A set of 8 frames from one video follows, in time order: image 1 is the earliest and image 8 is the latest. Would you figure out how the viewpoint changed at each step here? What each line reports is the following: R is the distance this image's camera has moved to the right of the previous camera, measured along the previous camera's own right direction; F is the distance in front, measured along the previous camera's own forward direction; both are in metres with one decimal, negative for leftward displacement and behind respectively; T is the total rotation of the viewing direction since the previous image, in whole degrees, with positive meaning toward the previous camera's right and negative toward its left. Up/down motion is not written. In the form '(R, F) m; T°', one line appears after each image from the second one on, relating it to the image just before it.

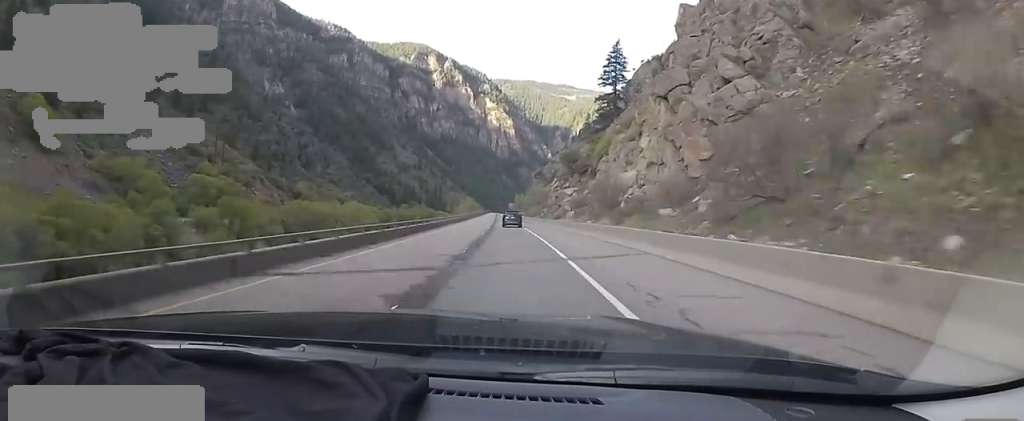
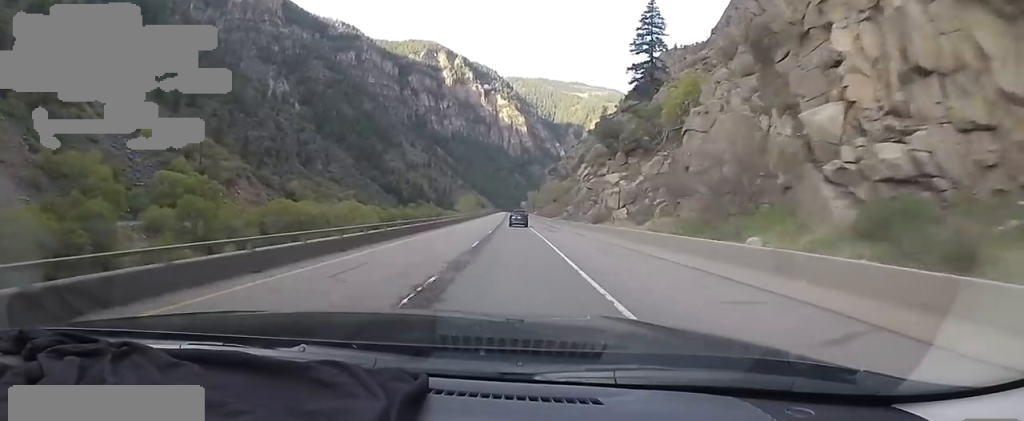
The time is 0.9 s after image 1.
(-1.4, +21.4) m; -2°
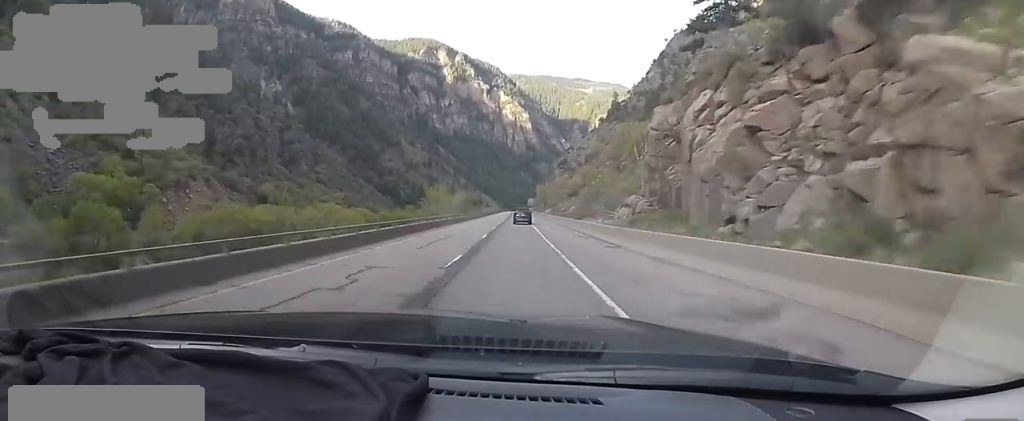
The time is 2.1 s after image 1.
(+0.4, +31.7) m; 0°
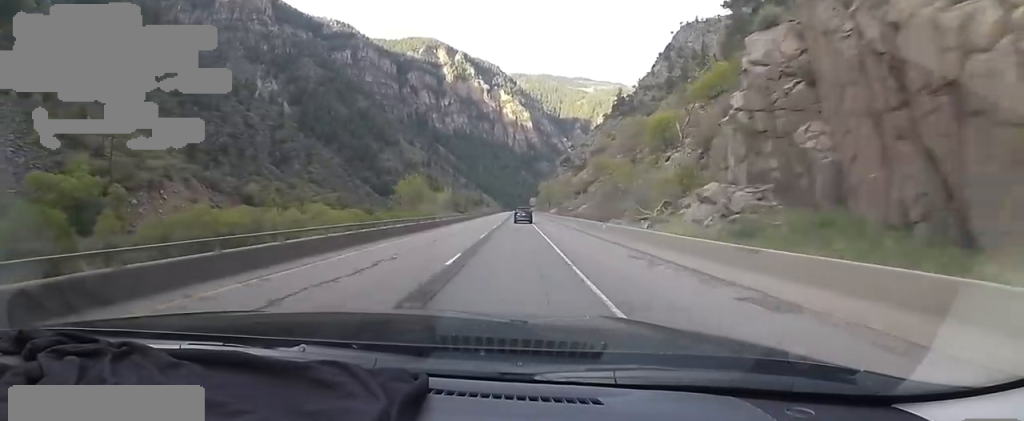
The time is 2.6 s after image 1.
(-0.3, +12.6) m; -1°
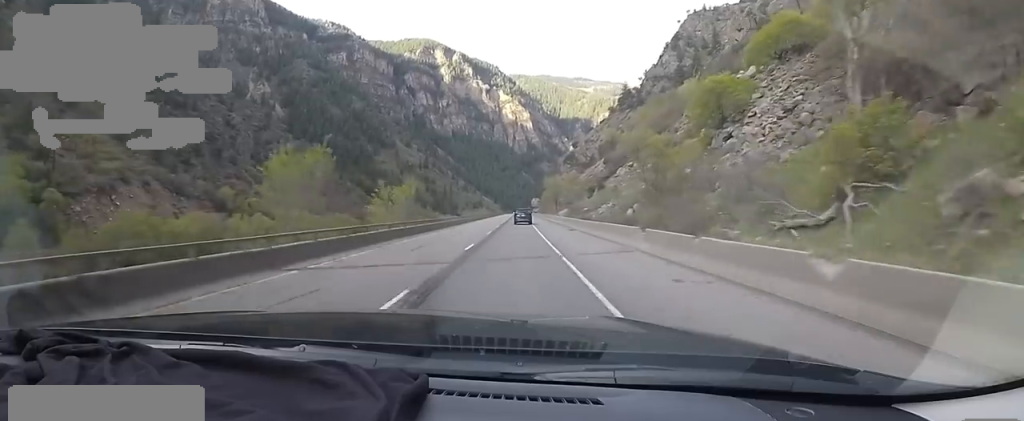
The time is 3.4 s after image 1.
(-0.3, +19.3) m; -1°
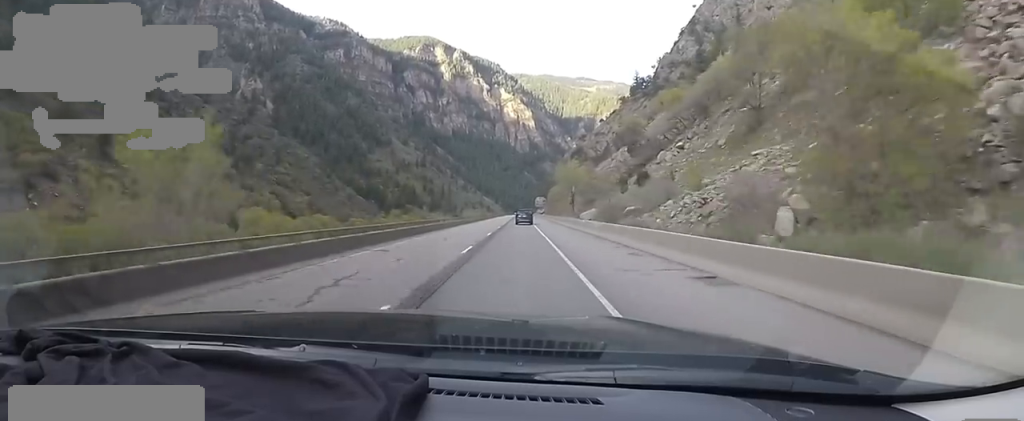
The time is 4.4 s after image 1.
(+0.1, +25.6) m; +2°
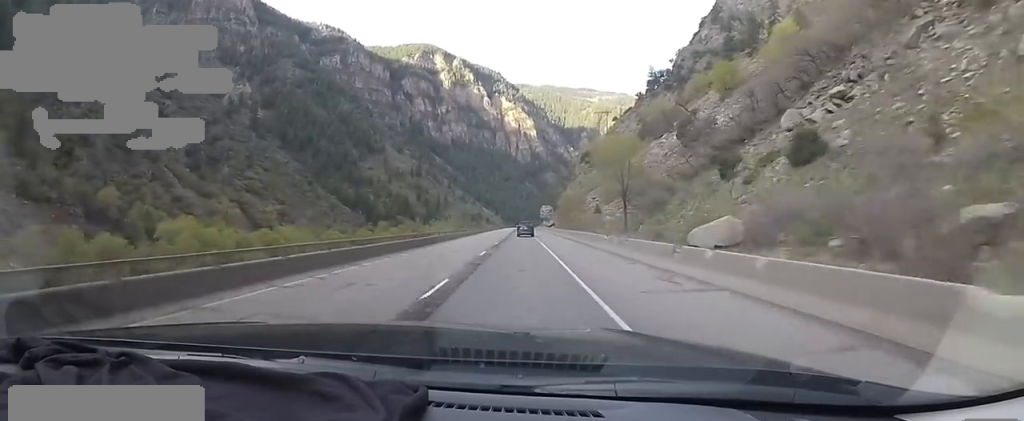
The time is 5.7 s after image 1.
(+0.9, +31.3) m; 0°
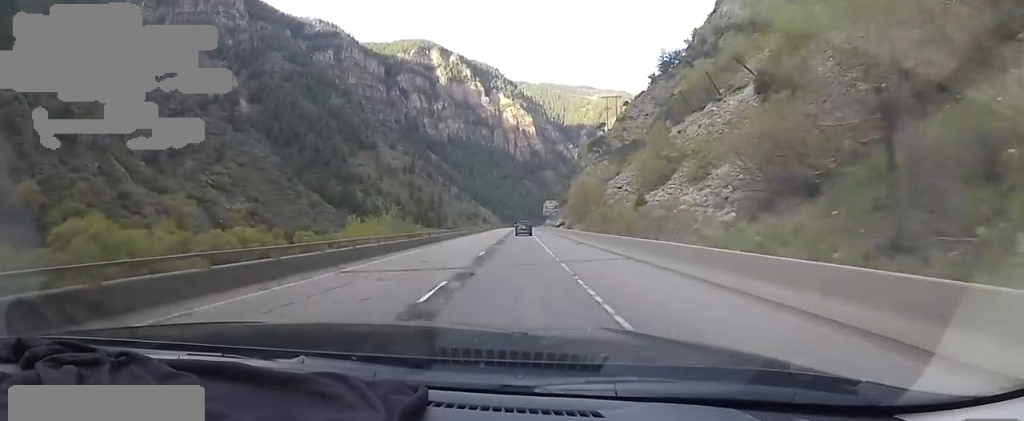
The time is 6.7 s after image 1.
(-0.6, +24.8) m; -2°
